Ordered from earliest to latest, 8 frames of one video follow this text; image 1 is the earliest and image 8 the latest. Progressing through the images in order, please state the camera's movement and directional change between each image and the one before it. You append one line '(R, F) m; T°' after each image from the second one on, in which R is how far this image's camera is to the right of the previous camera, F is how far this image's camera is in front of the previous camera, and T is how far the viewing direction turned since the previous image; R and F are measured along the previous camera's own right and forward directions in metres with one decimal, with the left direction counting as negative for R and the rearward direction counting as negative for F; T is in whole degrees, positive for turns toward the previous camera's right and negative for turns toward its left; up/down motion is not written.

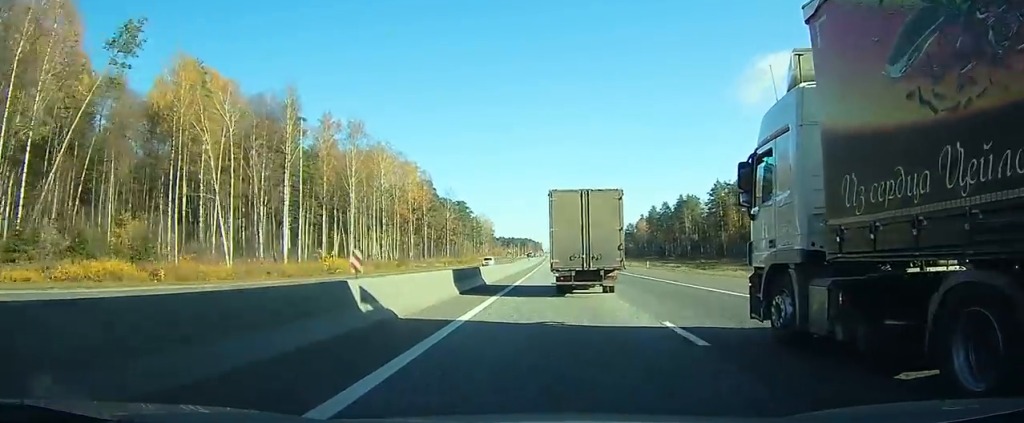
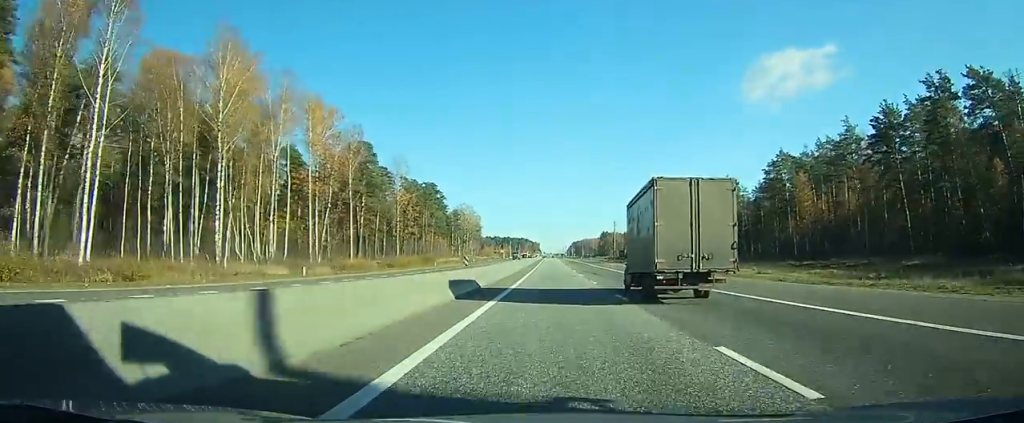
(0.0, +62.7) m; 0°
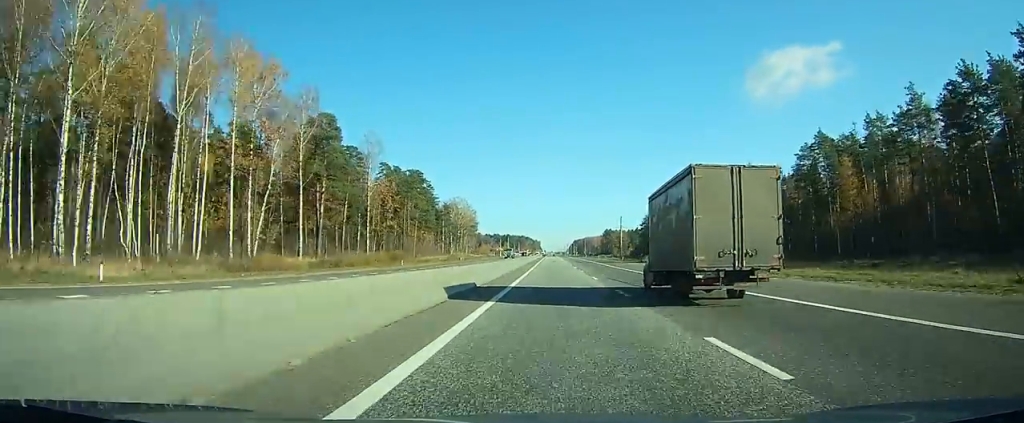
(0.0, +24.2) m; 0°
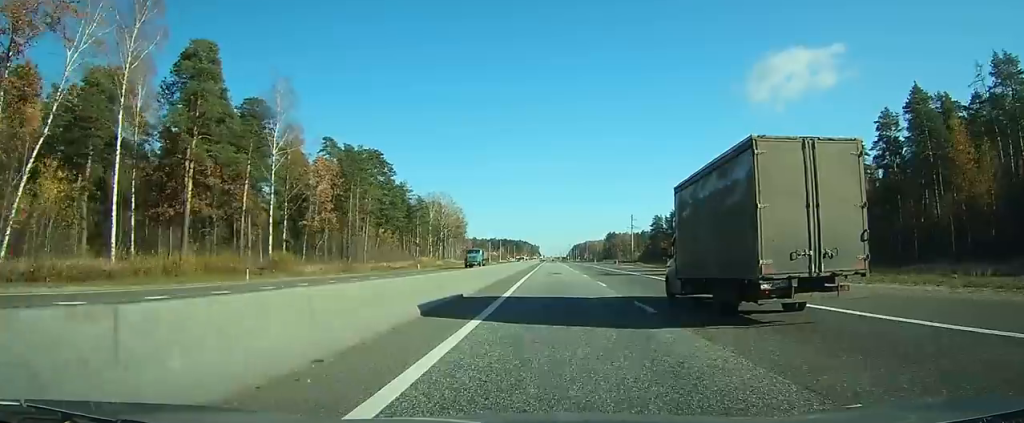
(-0.1, +41.6) m; 0°
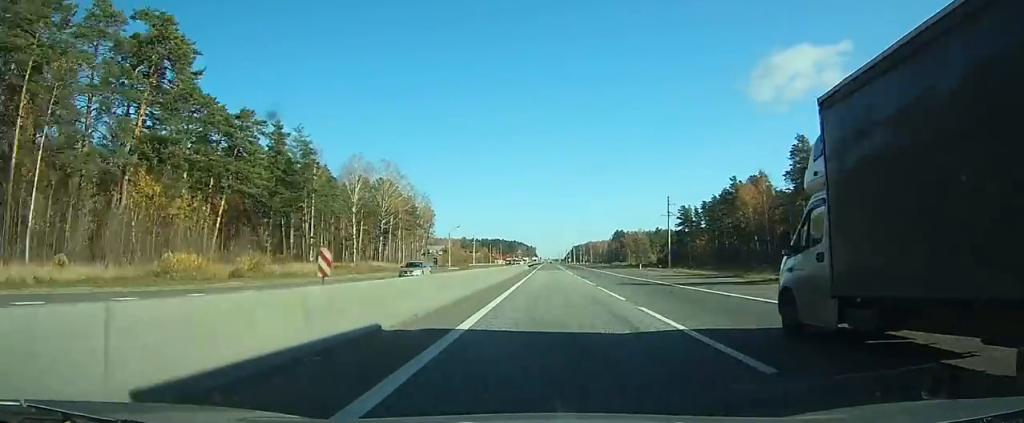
(-0.2, +77.4) m; 0°
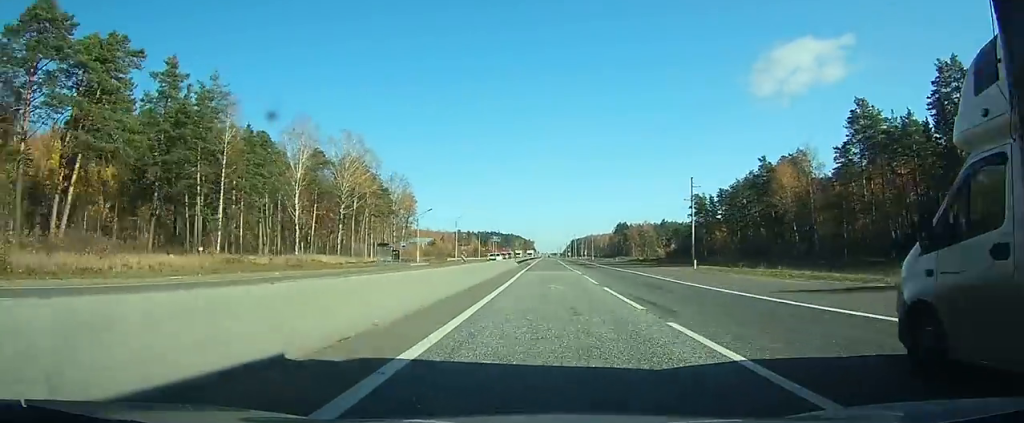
(0.0, +27.7) m; 0°
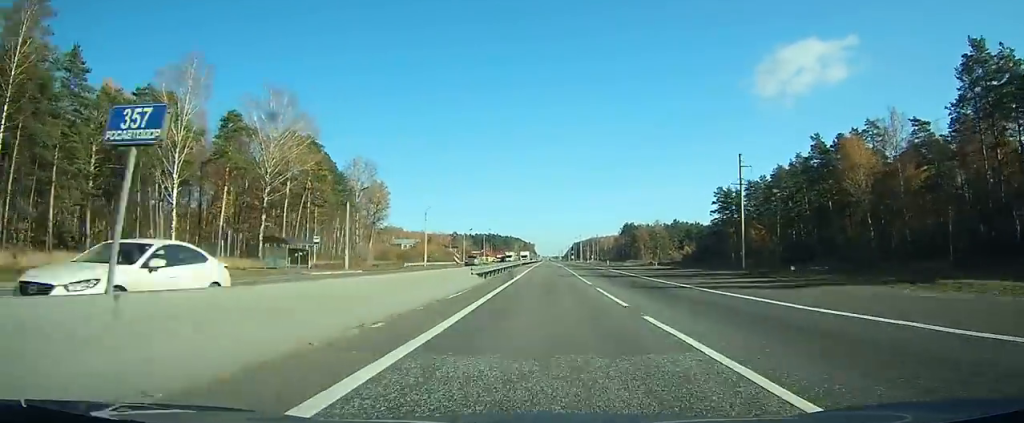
(0.0, +32.9) m; 0°
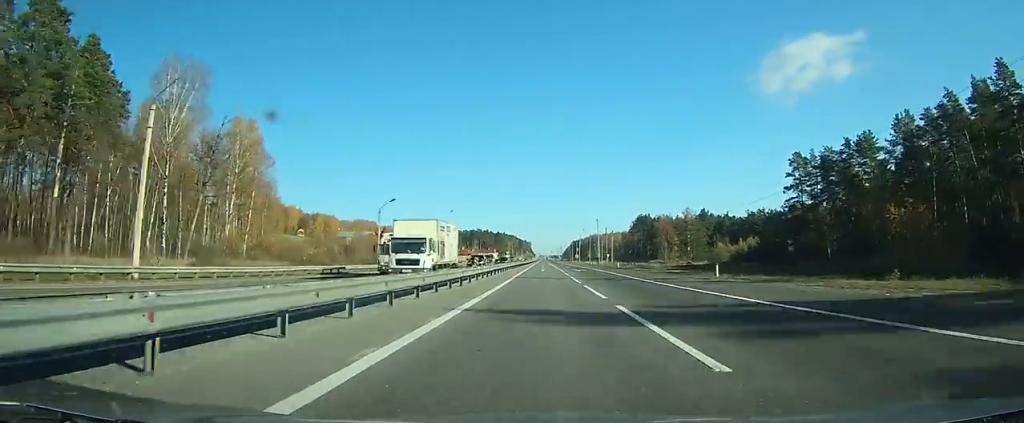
(+0.2, +71.0) m; +1°
